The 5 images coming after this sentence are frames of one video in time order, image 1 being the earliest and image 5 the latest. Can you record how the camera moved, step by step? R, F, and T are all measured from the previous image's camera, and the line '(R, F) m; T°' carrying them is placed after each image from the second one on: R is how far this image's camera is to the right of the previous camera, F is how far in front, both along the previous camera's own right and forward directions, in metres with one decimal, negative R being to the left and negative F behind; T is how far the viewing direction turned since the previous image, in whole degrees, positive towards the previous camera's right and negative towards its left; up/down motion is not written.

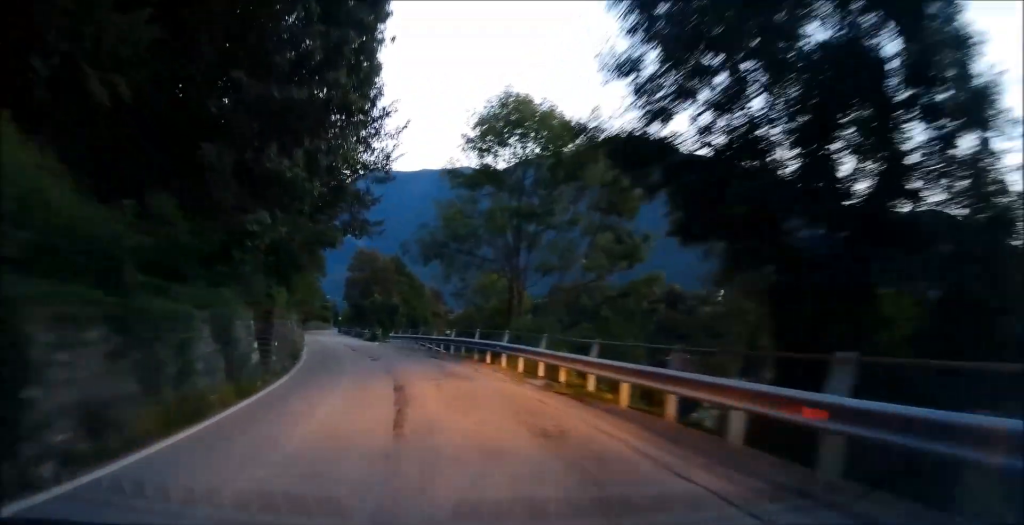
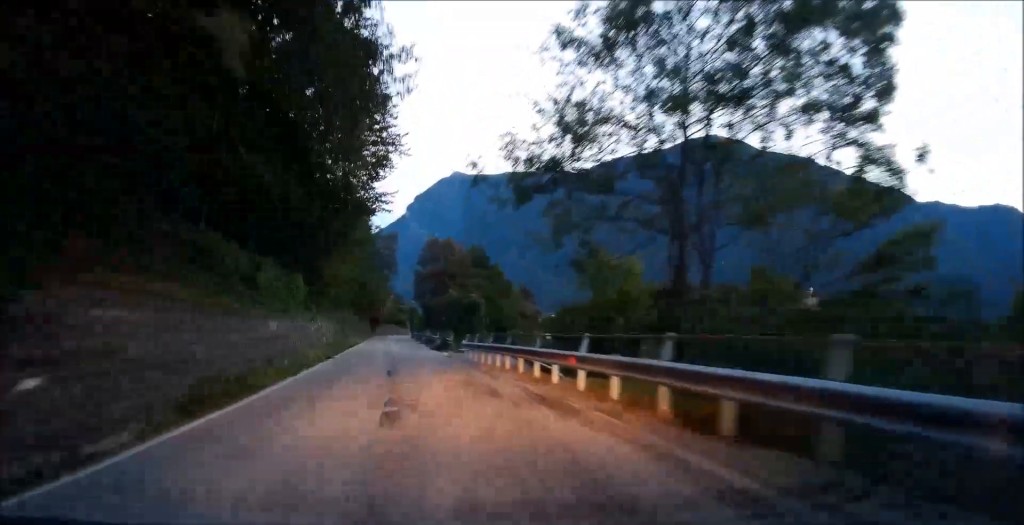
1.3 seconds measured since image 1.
(-1.2, +14.6) m; -10°
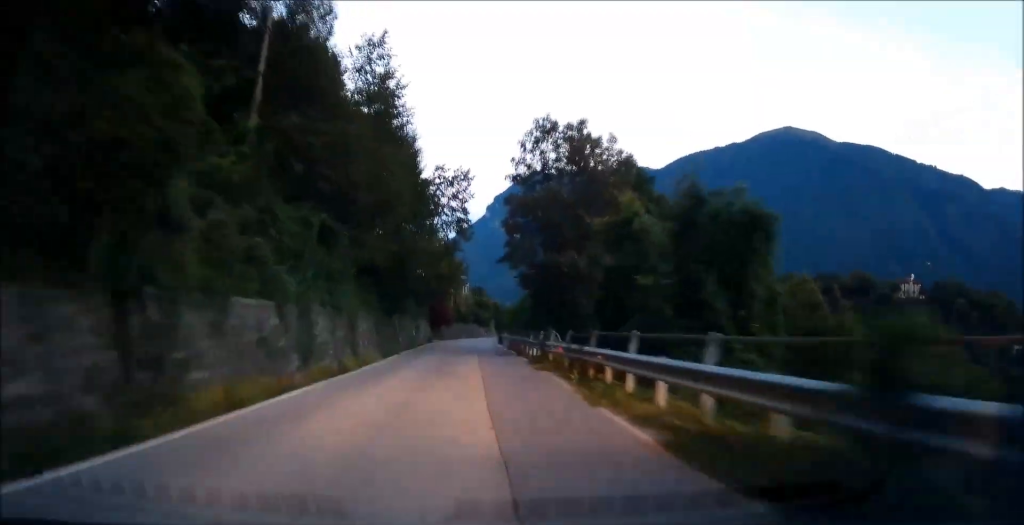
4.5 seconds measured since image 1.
(-1.0, +41.7) m; -4°
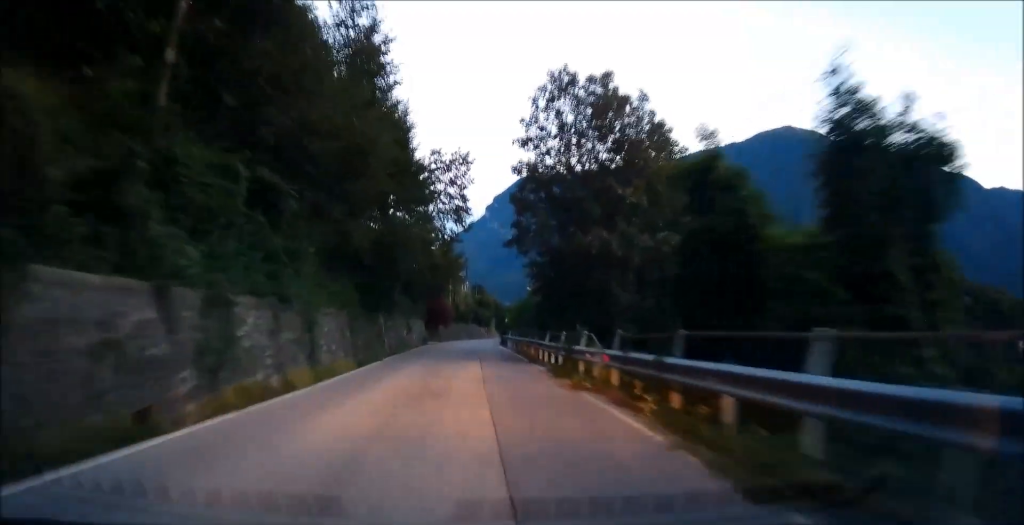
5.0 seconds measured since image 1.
(-0.4, +6.5) m; -1°
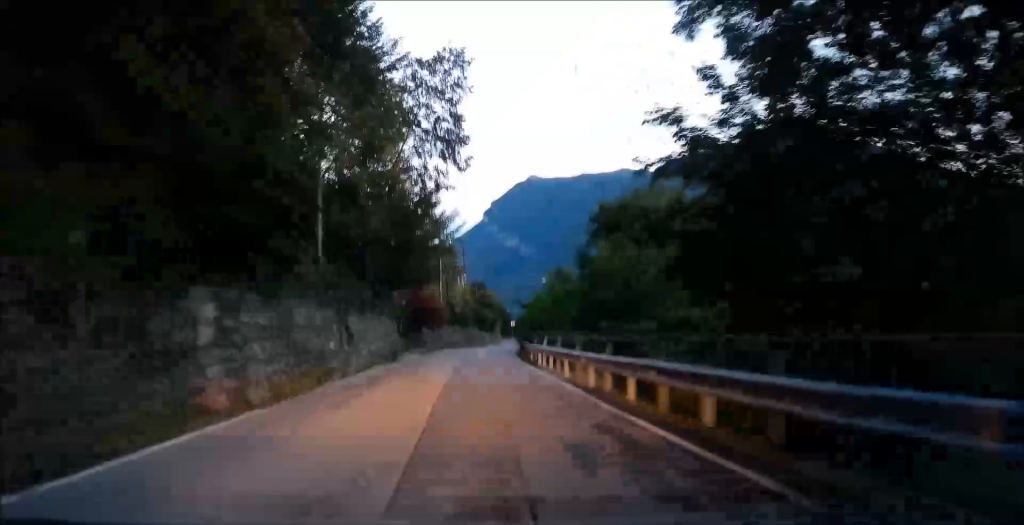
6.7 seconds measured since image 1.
(0.0, +22.8) m; 0°
